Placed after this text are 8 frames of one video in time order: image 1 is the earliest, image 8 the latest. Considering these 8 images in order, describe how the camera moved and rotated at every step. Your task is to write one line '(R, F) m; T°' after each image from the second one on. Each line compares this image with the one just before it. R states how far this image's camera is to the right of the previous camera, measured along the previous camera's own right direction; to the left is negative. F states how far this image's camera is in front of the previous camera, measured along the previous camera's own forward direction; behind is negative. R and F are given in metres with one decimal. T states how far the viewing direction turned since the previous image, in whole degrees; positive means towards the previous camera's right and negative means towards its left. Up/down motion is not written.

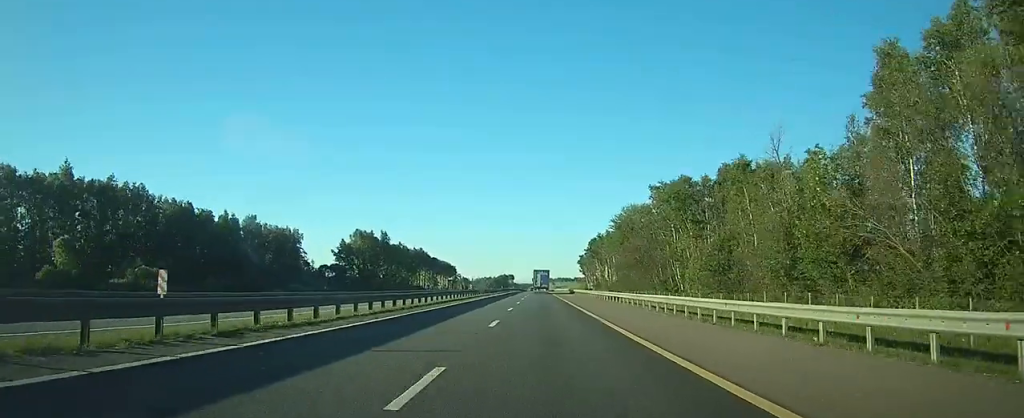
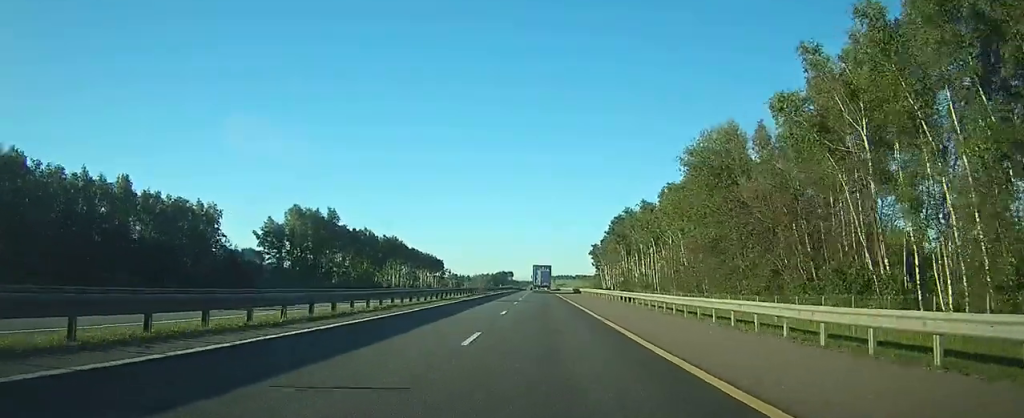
(+0.2, +54.3) m; 0°
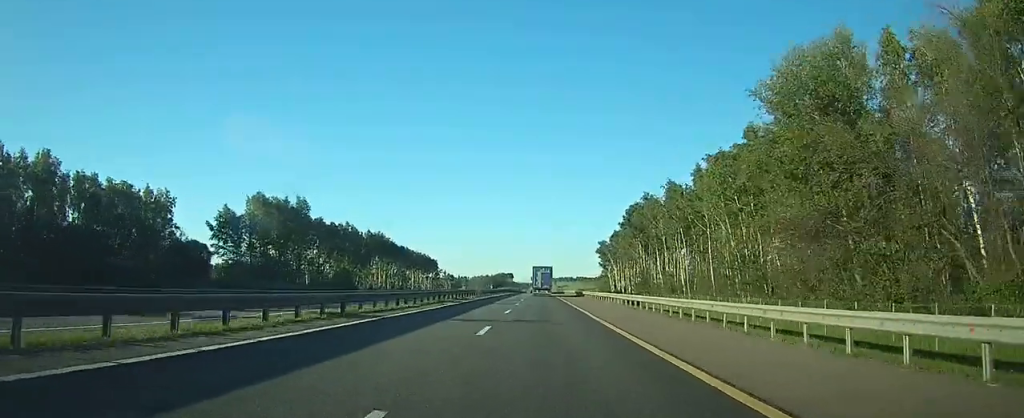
(-0.1, +21.3) m; 0°
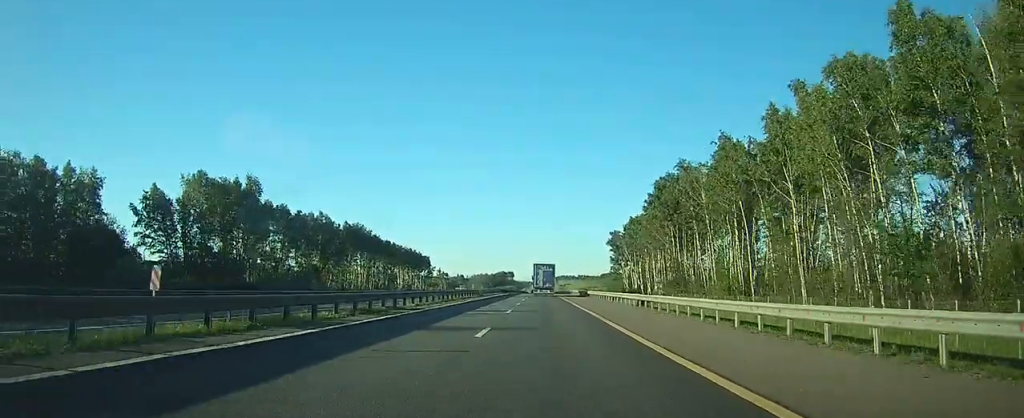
(+0.1, +25.3) m; 0°
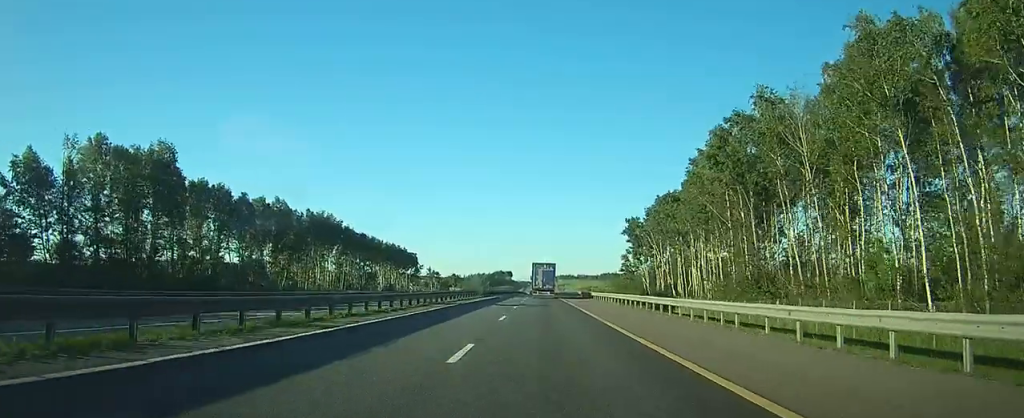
(0.0, +29.0) m; 0°
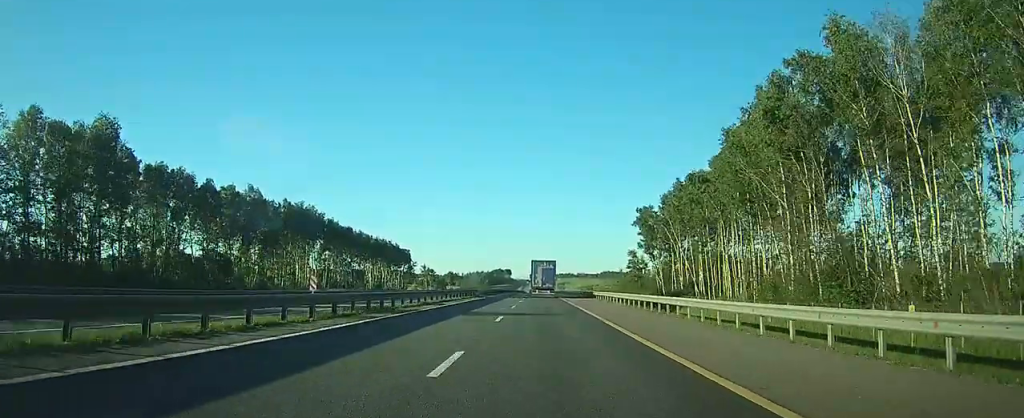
(0.0, +13.9) m; 0°
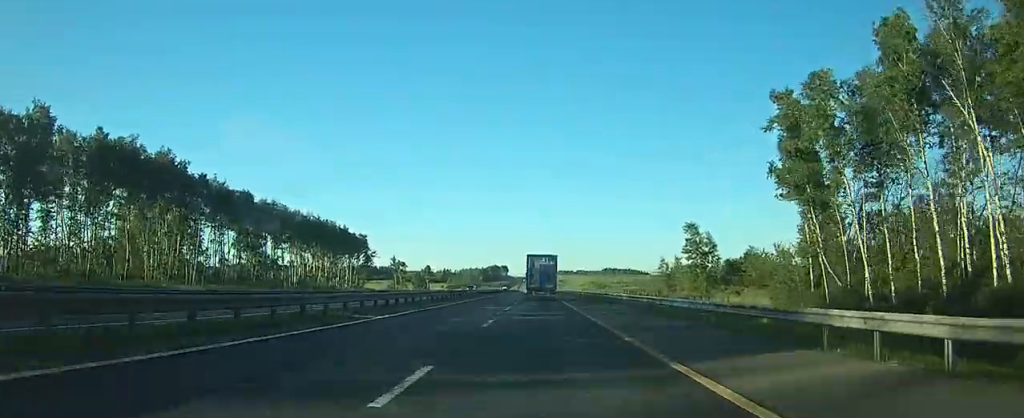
(-0.1, +64.0) m; 0°
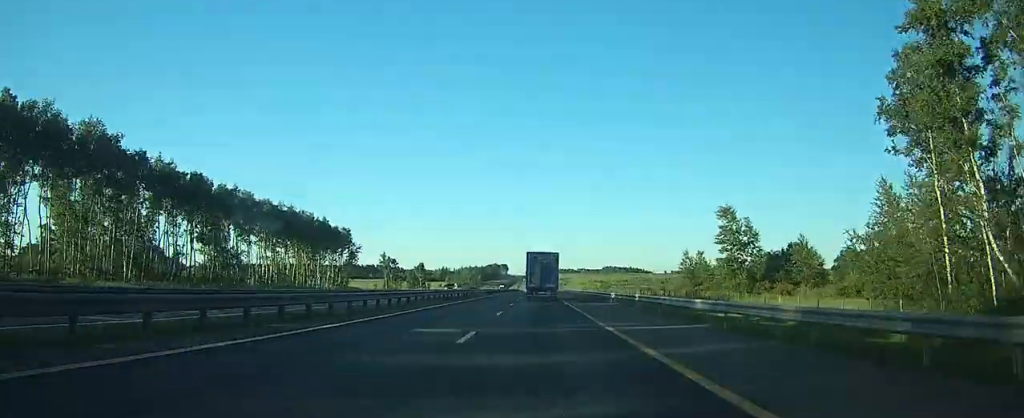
(0.0, +18.0) m; 0°
